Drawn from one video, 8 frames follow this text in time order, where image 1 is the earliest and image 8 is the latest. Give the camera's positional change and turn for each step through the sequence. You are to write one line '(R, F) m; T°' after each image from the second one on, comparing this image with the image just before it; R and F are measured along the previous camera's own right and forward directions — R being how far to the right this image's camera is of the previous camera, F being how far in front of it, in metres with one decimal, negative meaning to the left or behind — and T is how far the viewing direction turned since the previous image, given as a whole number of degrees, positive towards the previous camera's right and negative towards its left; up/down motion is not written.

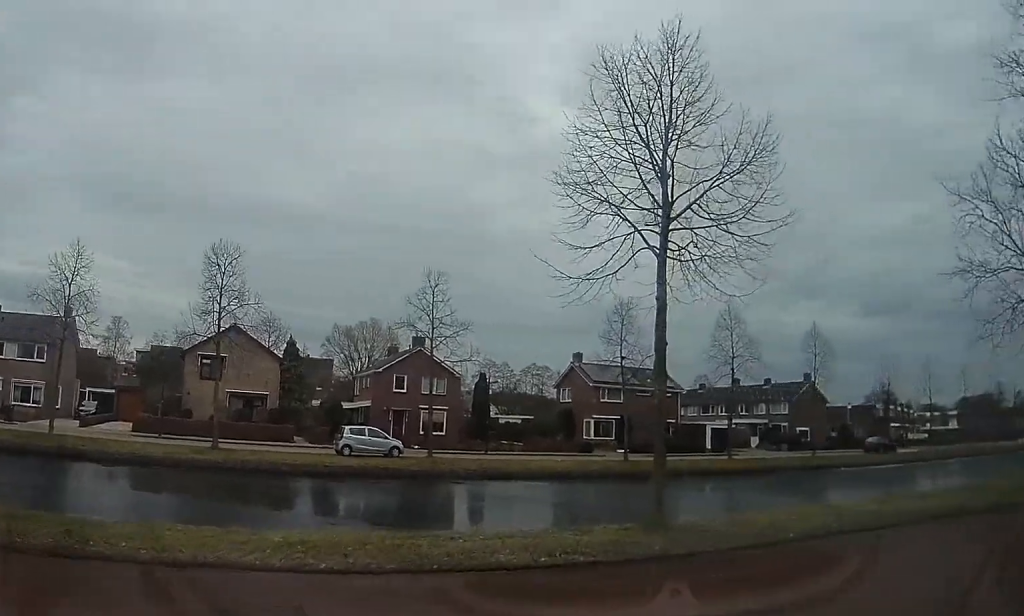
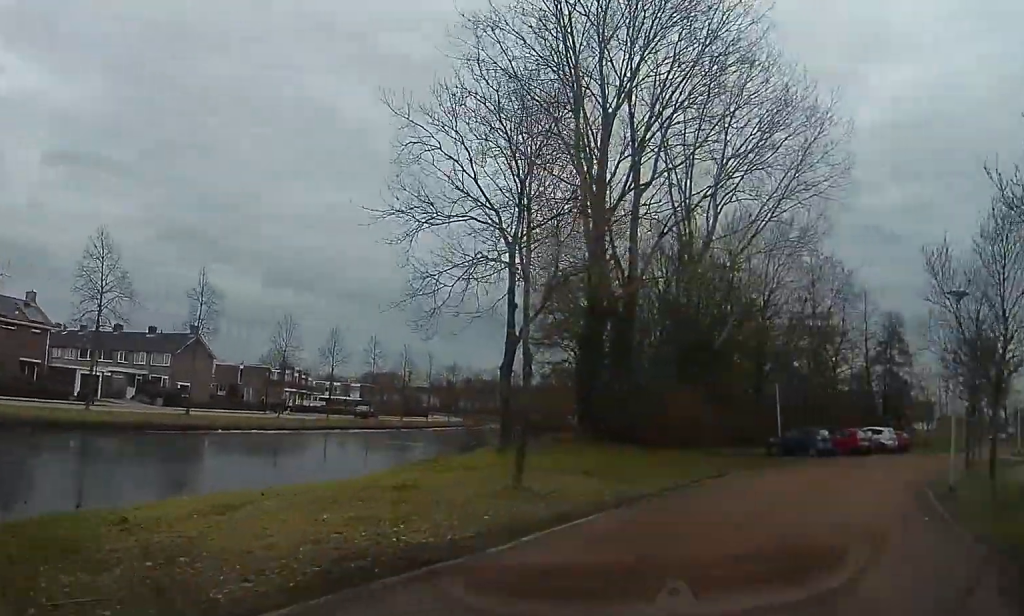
(+2.6, +7.1) m; +53°
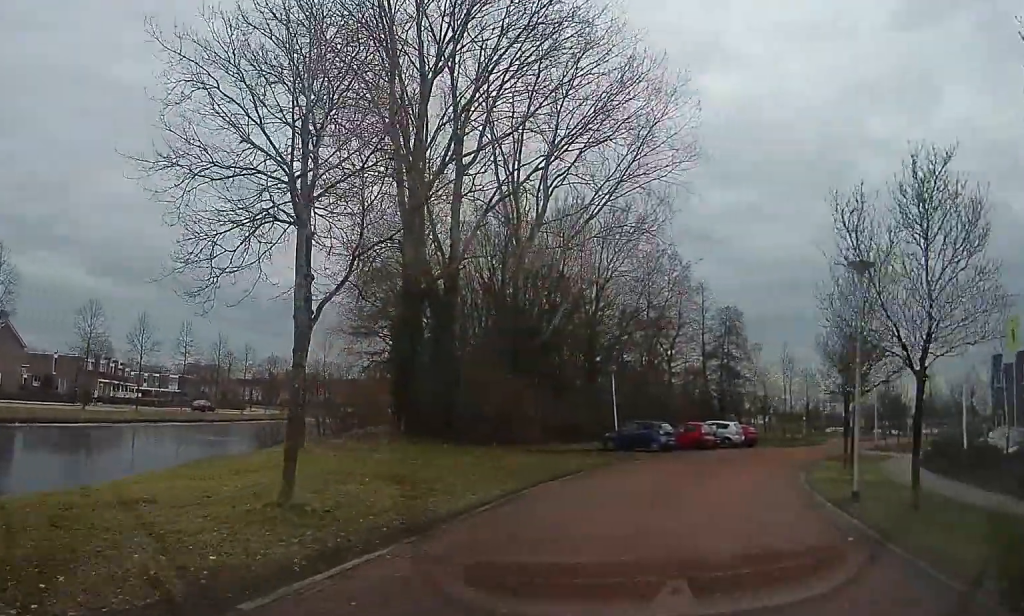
(+1.0, +2.8) m; +16°
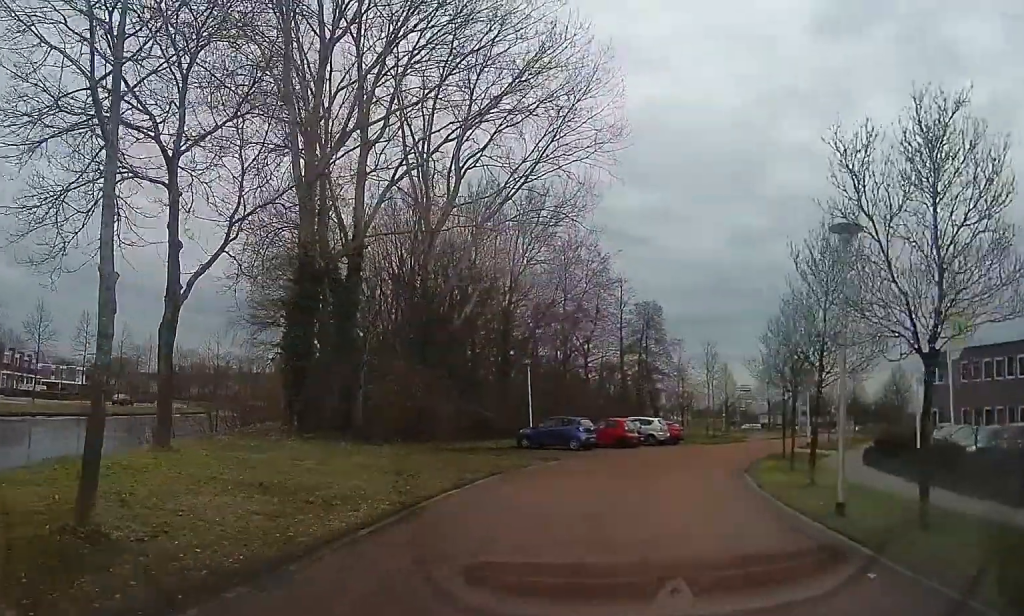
(+0.1, +2.5) m; +3°
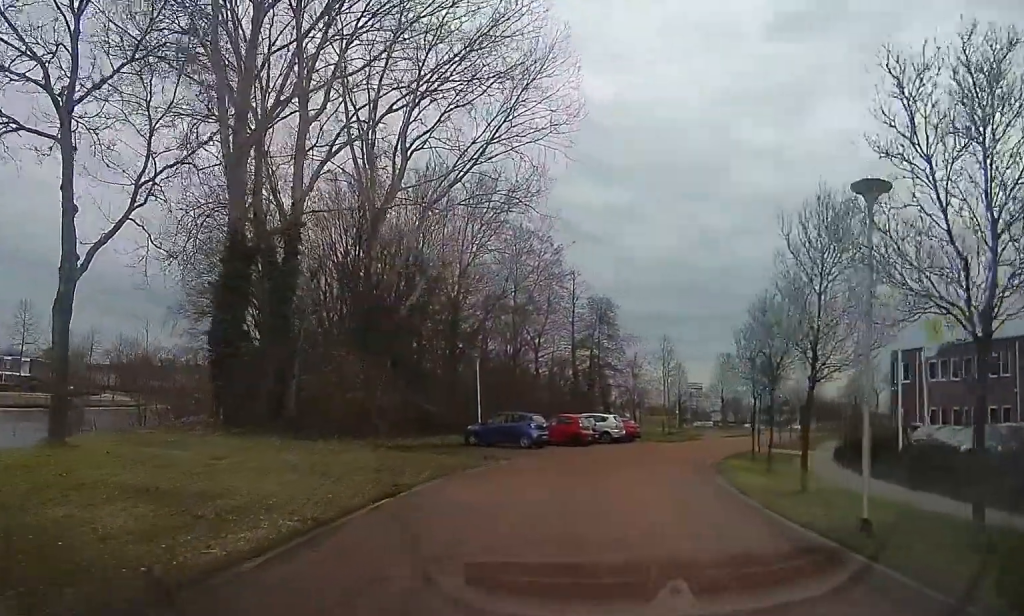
(0.0, +2.0) m; -1°
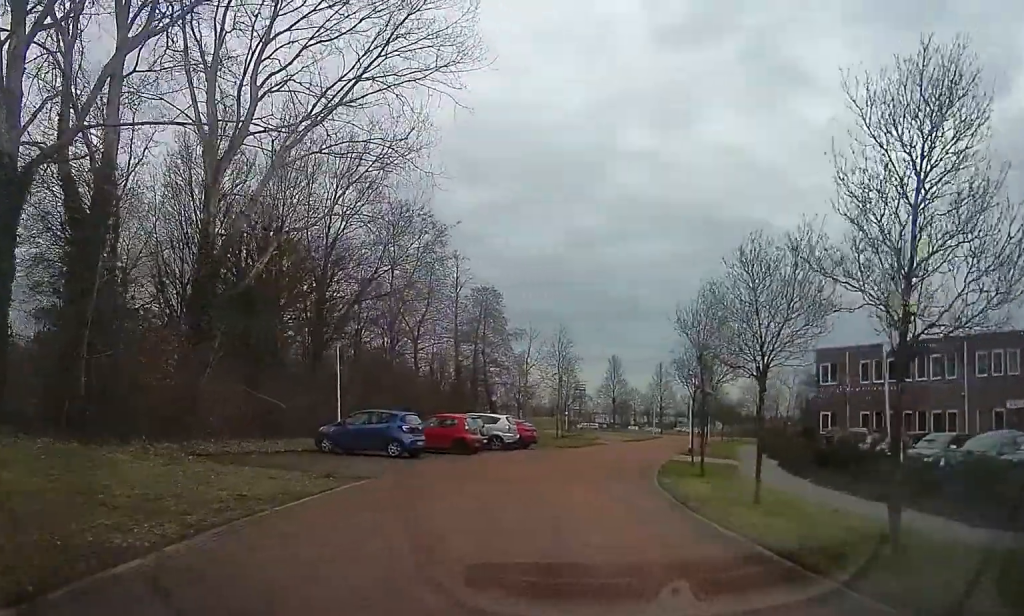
(0.0, +6.5) m; +13°
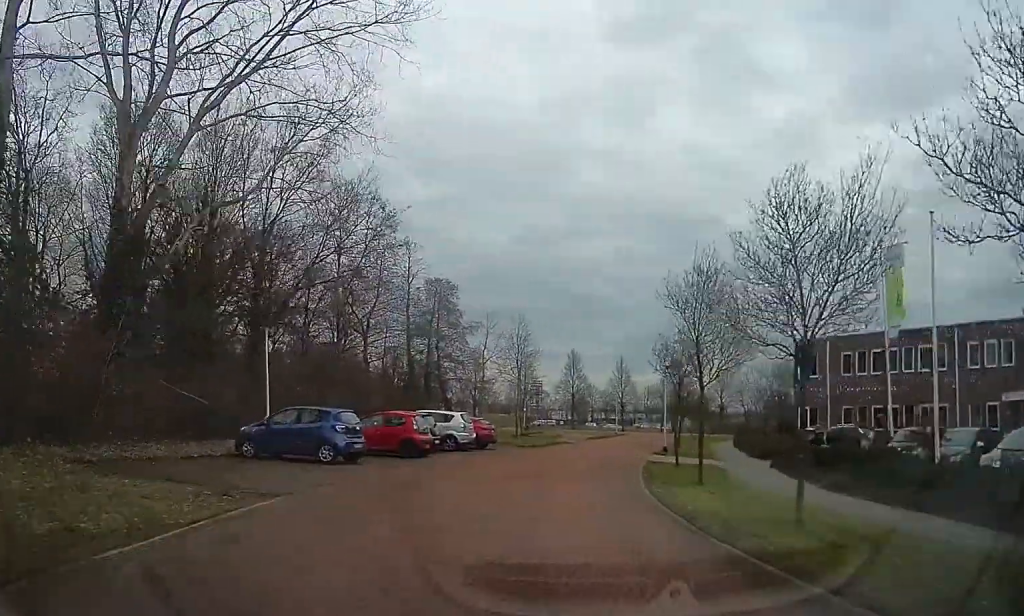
(+0.8, +3.4) m; +11°
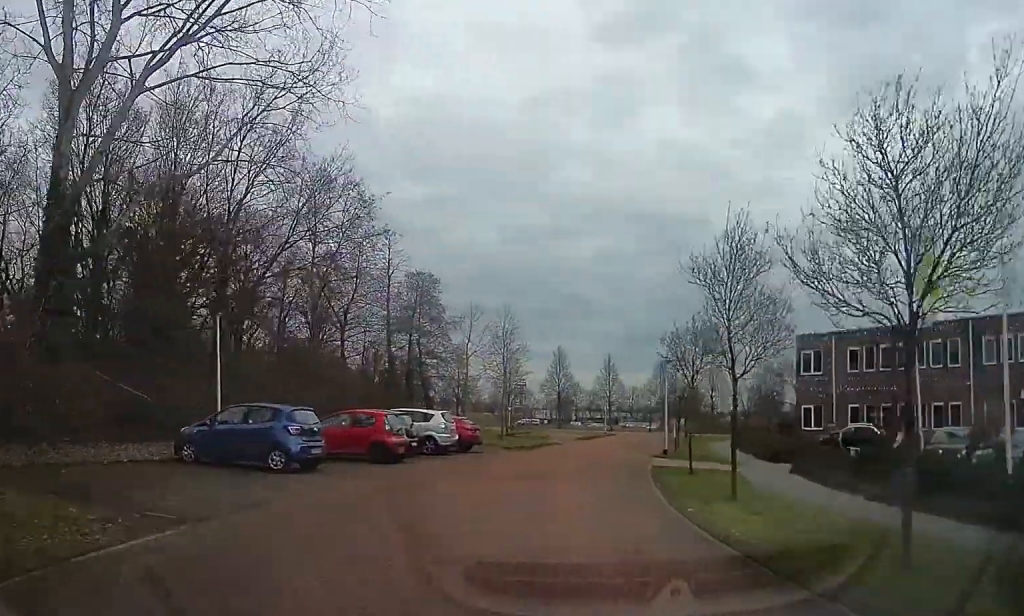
(+0.2, +2.9) m; +7°
